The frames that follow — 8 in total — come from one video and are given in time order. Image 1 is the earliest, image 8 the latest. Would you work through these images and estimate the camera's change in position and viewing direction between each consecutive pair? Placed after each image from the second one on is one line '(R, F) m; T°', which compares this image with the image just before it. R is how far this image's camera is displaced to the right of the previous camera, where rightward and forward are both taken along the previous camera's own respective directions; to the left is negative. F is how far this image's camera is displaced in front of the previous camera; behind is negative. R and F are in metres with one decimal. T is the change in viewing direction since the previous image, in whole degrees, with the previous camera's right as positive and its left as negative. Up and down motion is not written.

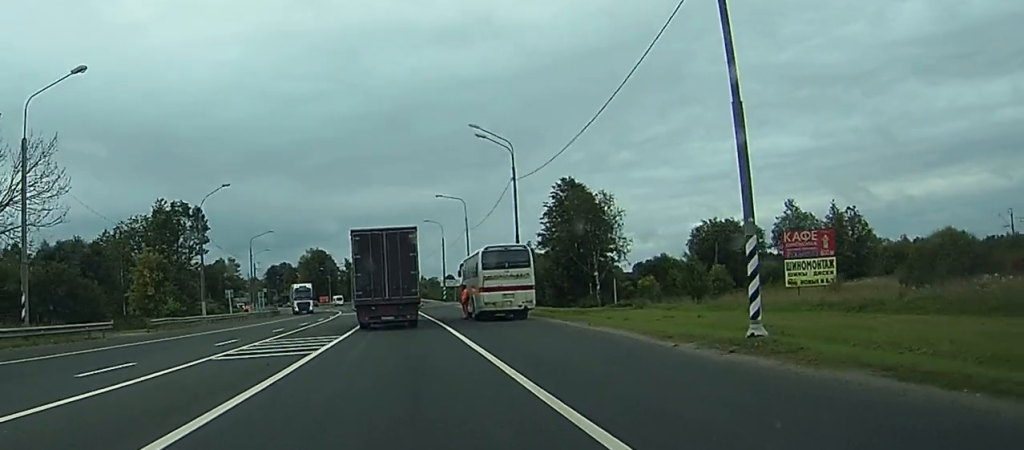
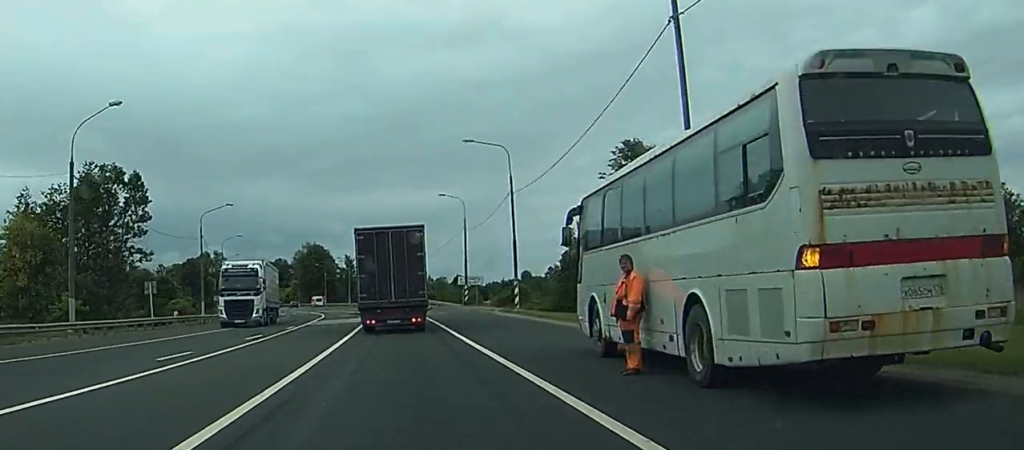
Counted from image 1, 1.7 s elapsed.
(-0.3, +31.9) m; -1°
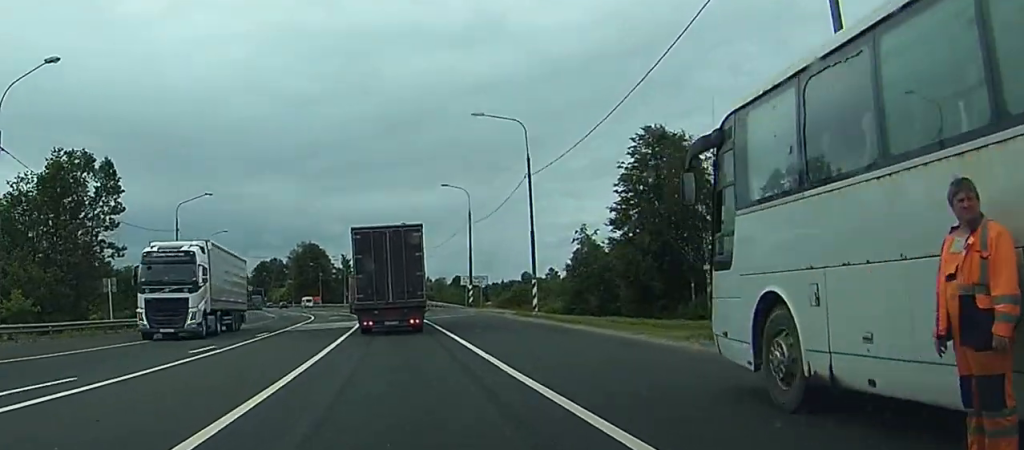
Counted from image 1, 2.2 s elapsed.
(0.0, +8.6) m; 0°
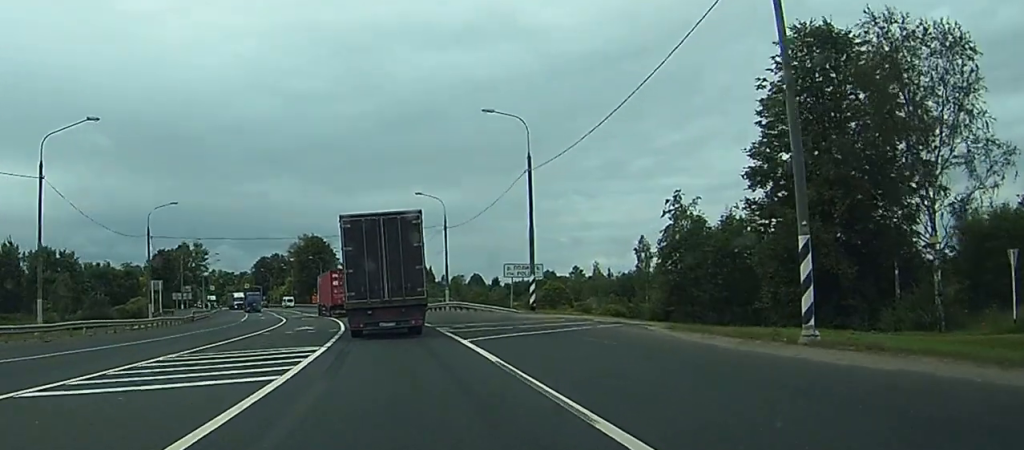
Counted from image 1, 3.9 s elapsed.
(-0.3, +31.3) m; -1°
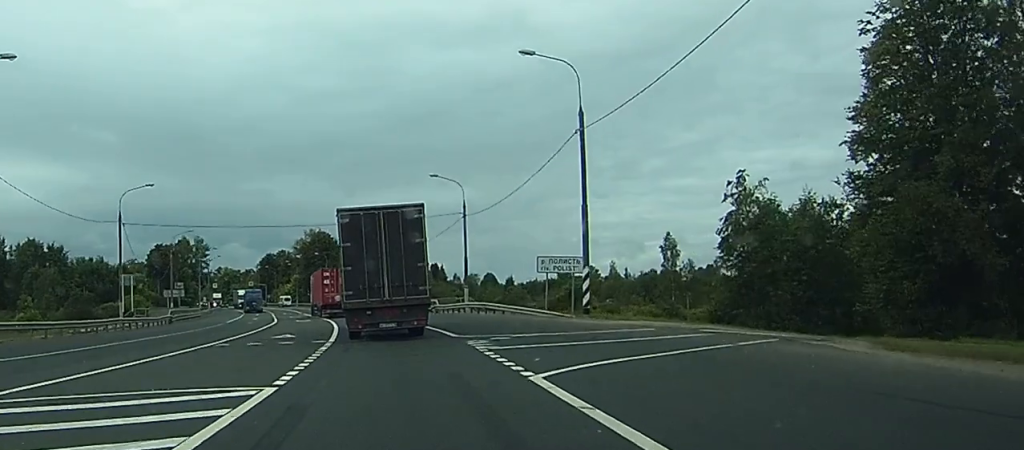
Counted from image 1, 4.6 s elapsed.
(-0.1, +11.4) m; +1°
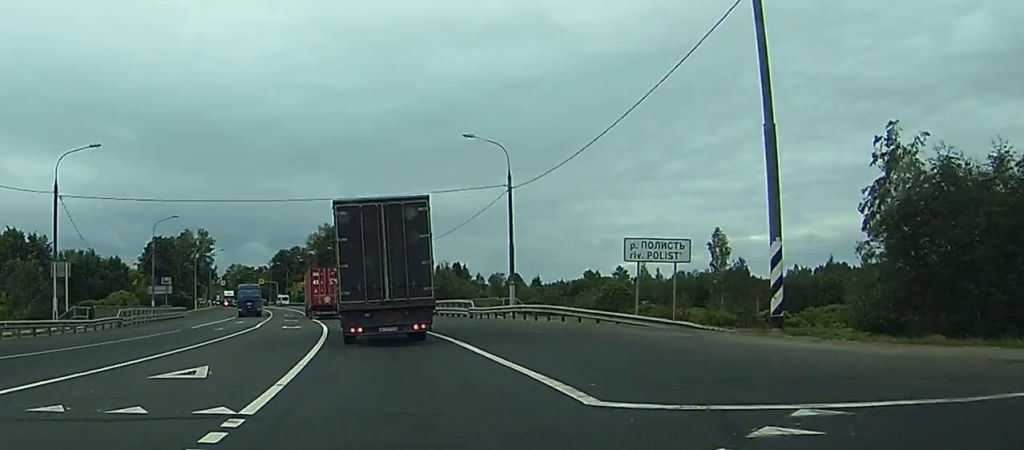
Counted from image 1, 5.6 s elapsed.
(+0.3, +17.5) m; 0°
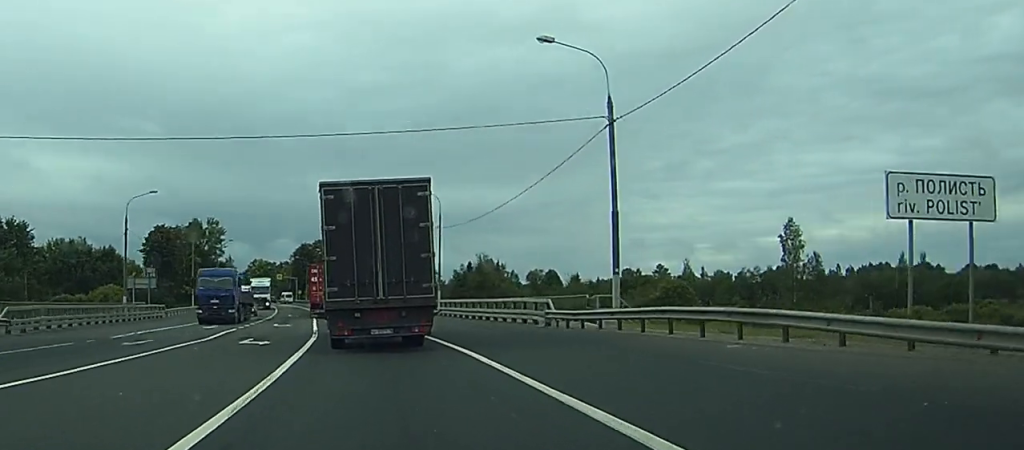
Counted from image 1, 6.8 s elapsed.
(-0.3, +19.8) m; -2°
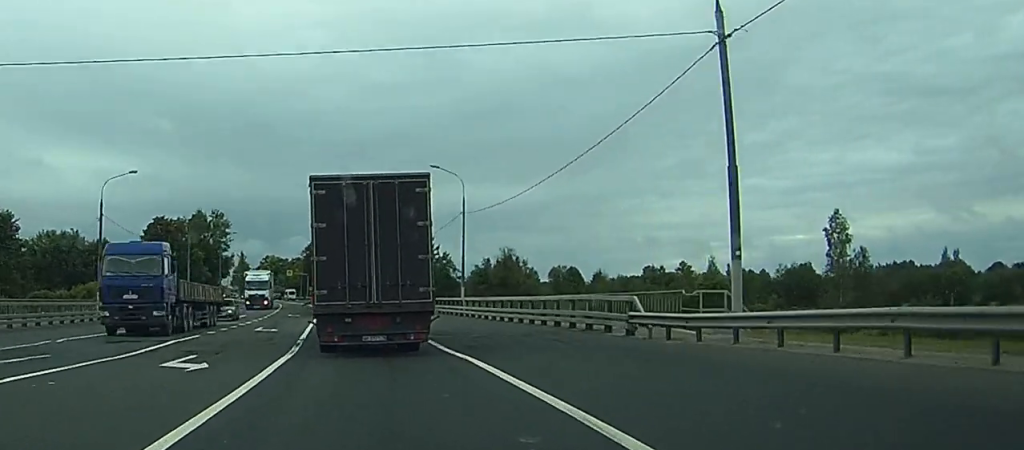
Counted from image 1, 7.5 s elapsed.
(-0.1, +11.2) m; -2°
